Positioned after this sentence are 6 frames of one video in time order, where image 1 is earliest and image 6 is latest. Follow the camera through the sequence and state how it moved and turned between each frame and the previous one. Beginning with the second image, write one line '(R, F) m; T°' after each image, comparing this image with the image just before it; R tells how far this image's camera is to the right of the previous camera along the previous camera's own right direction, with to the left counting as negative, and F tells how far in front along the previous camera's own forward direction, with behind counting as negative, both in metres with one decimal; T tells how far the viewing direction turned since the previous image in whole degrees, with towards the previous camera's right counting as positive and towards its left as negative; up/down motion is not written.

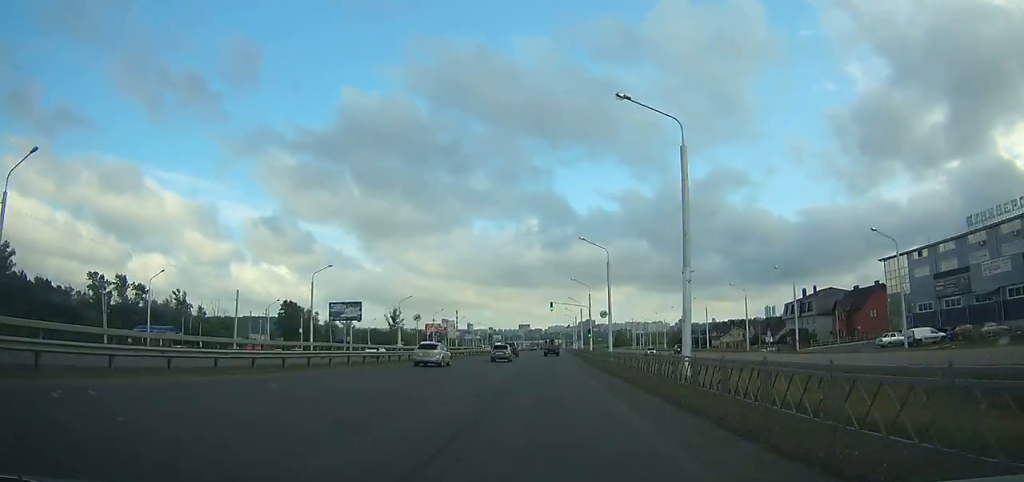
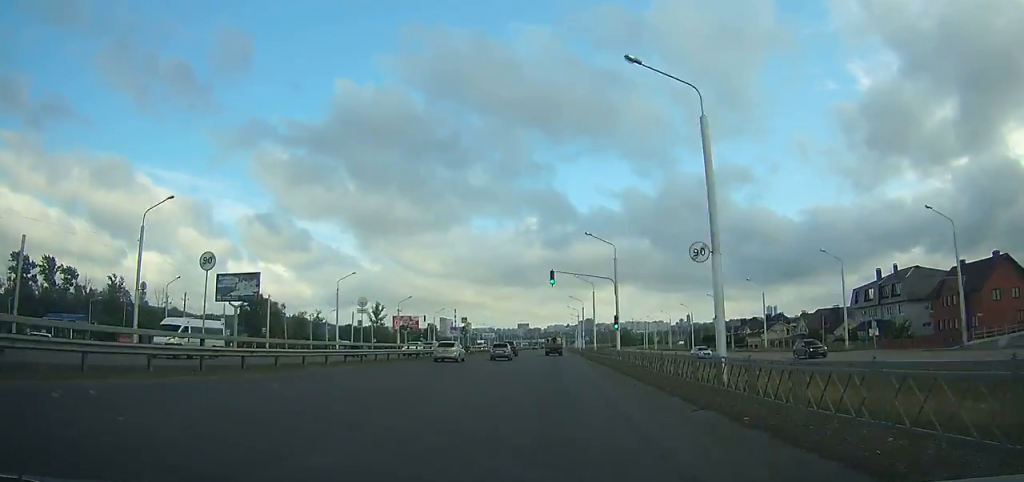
(0.0, +35.7) m; 0°
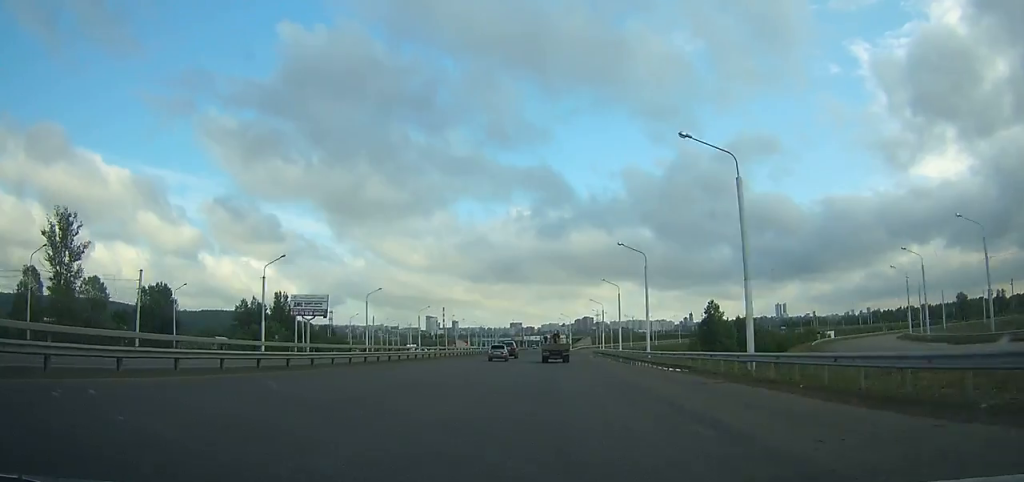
(+1.4, +211.0) m; 0°
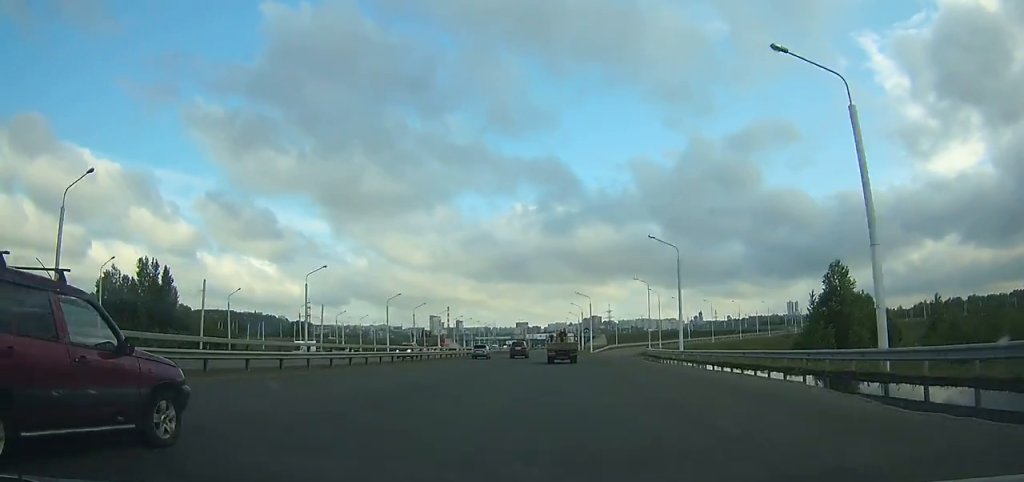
(-0.4, +69.5) m; -1°
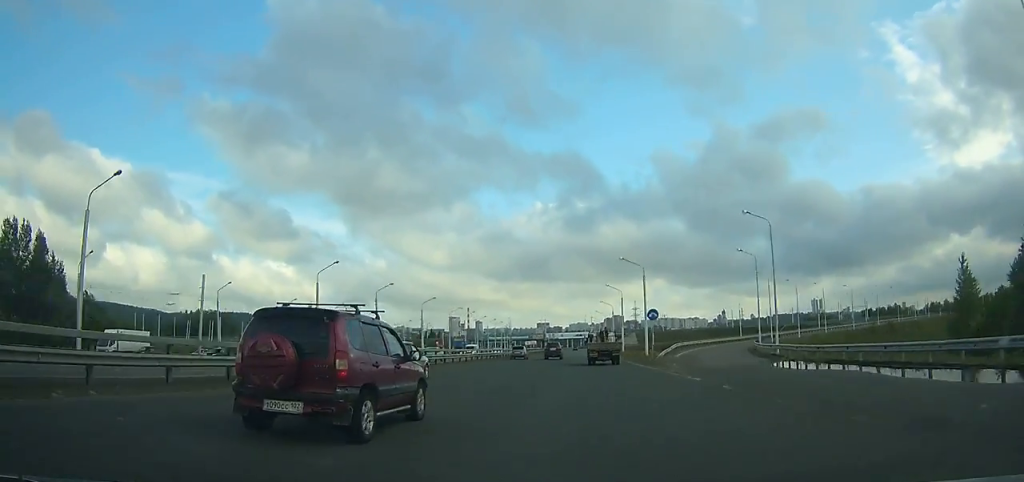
(-0.2, +40.1) m; -1°
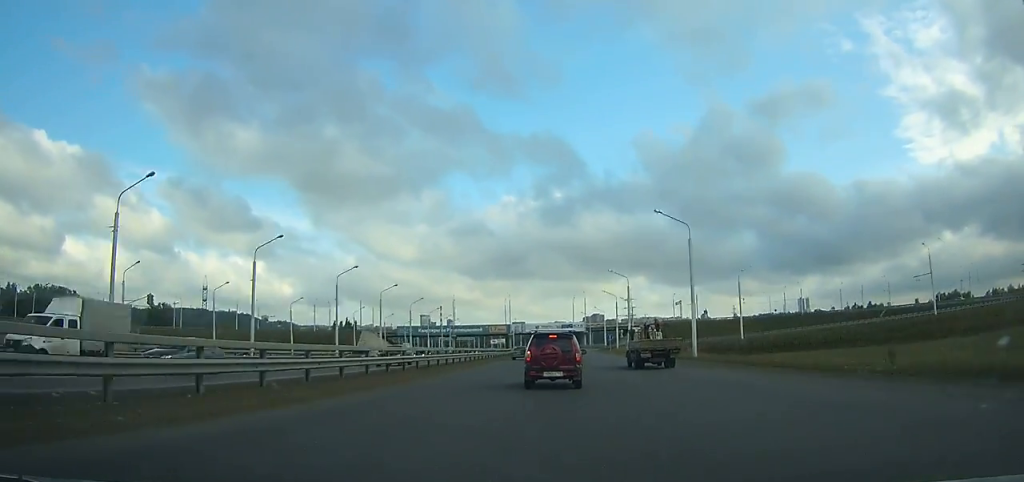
(-0.2, +117.8) m; +1°
